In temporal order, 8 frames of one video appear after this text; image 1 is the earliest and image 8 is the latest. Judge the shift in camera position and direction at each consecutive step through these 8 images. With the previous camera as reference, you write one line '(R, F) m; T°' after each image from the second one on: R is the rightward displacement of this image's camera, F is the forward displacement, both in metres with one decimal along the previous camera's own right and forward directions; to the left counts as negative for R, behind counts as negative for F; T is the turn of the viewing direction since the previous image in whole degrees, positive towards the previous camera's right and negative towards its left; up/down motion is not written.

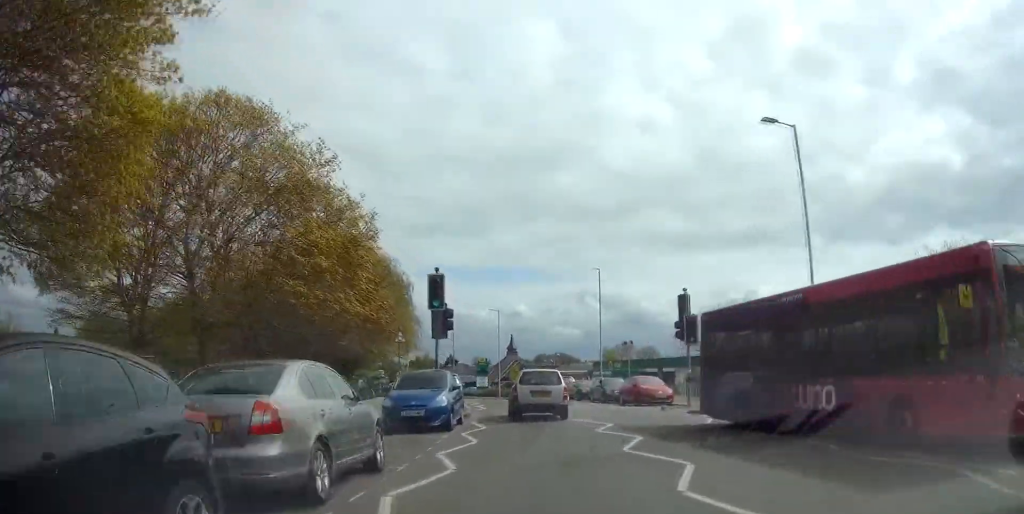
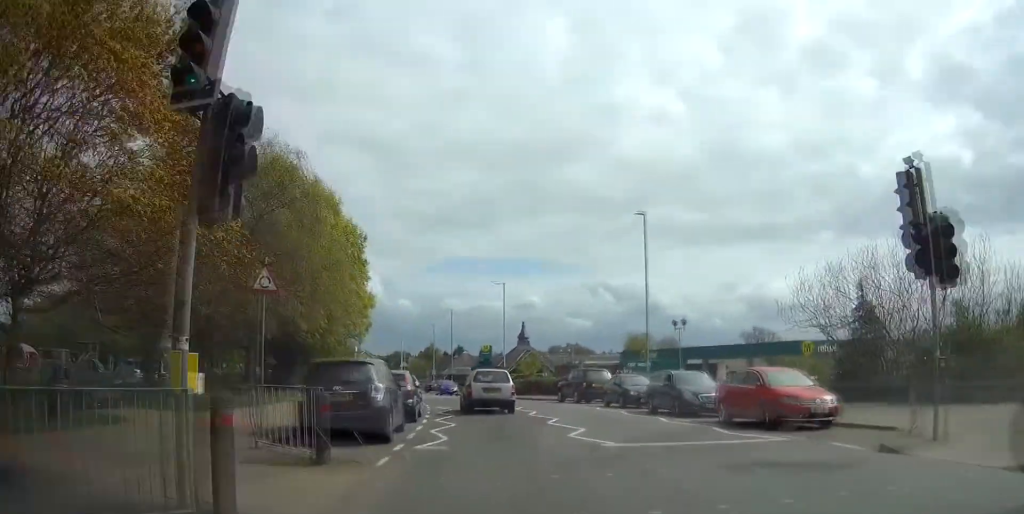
(+0.2, +16.3) m; -1°
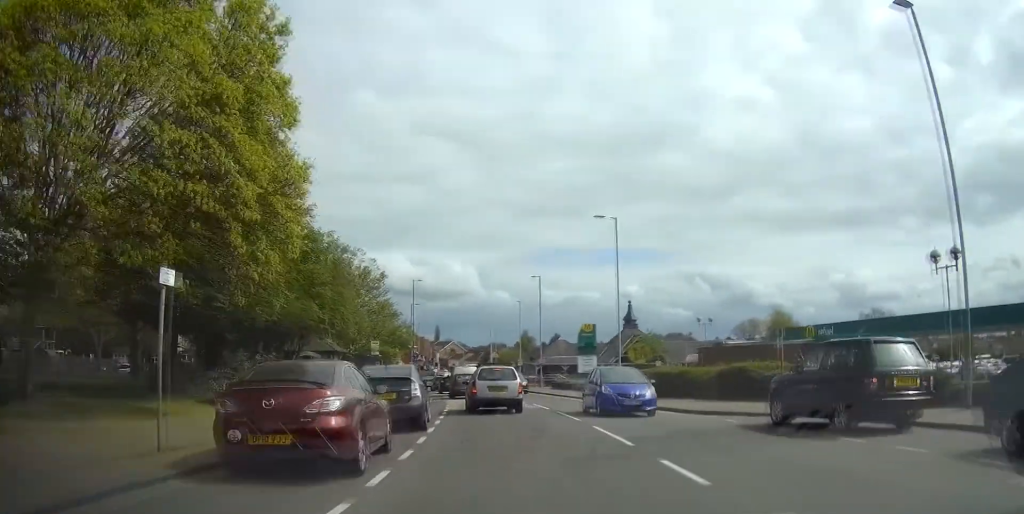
(-2.0, +22.8) m; -10°
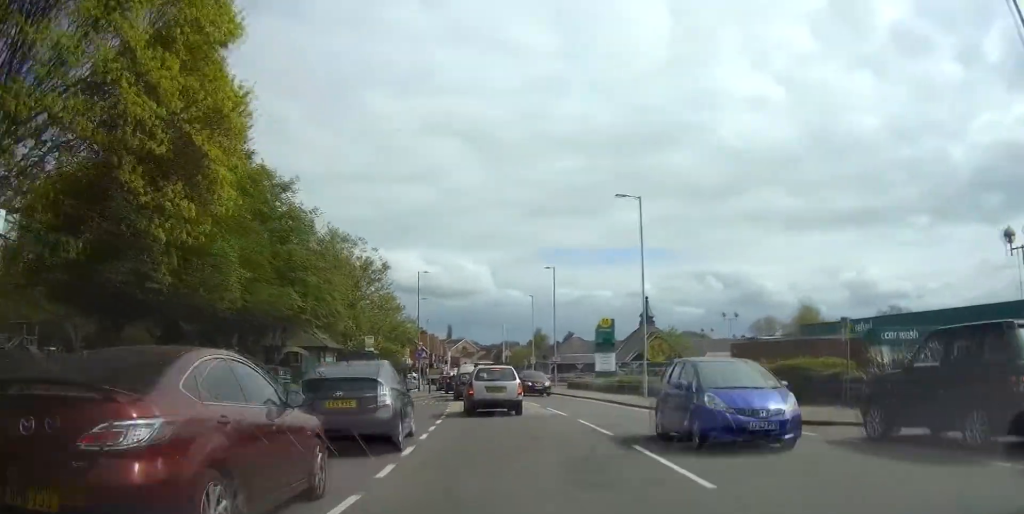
(-0.1, +5.3) m; -2°
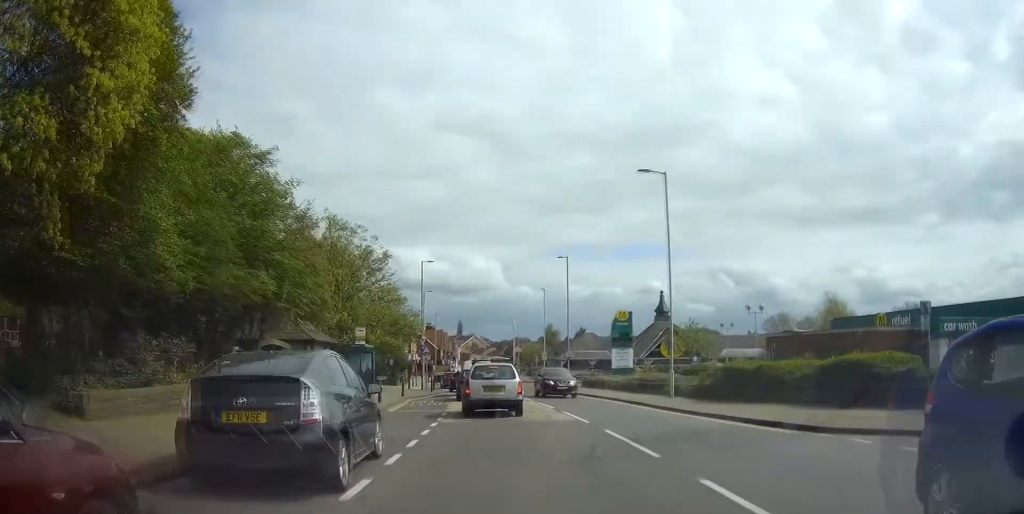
(0.0, +5.2) m; -2°
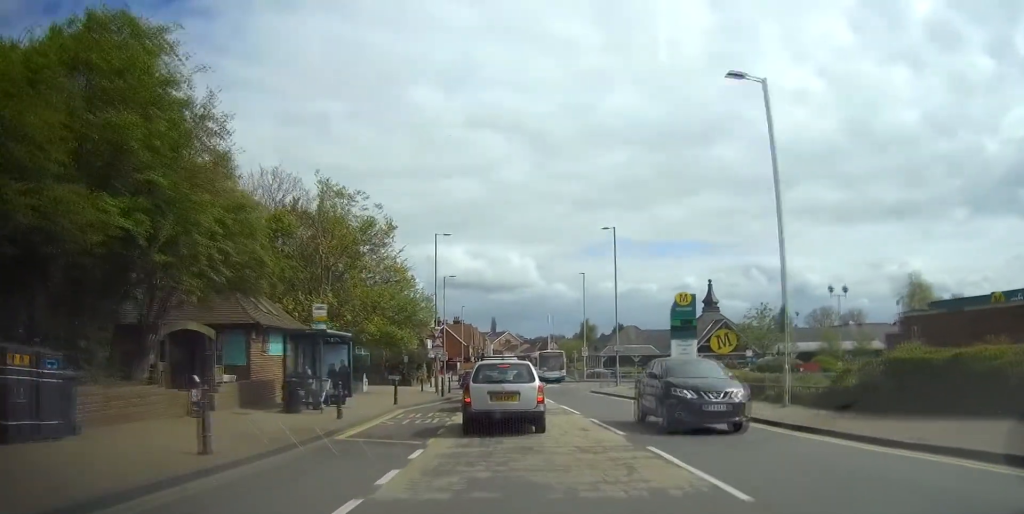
(-0.6, +12.1) m; -4°
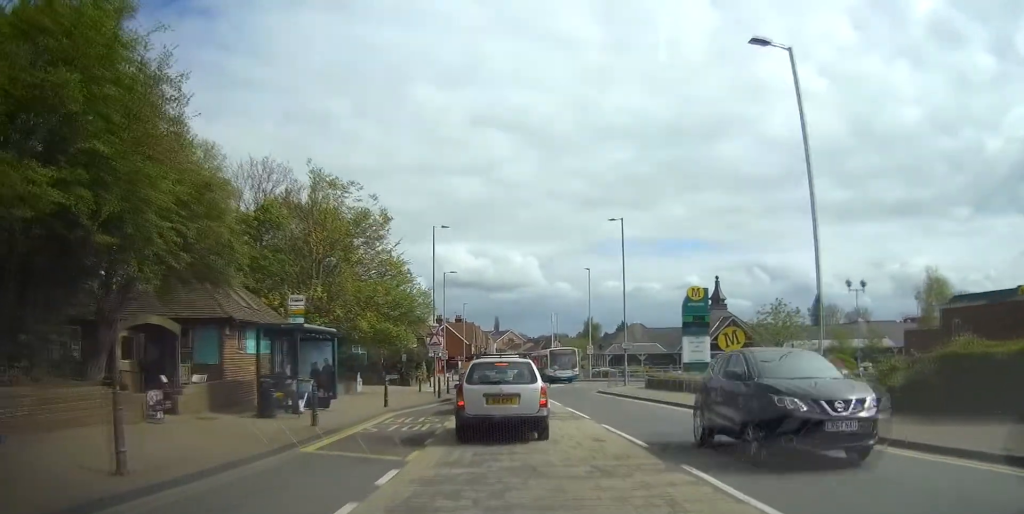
(0.0, +2.5) m; 0°
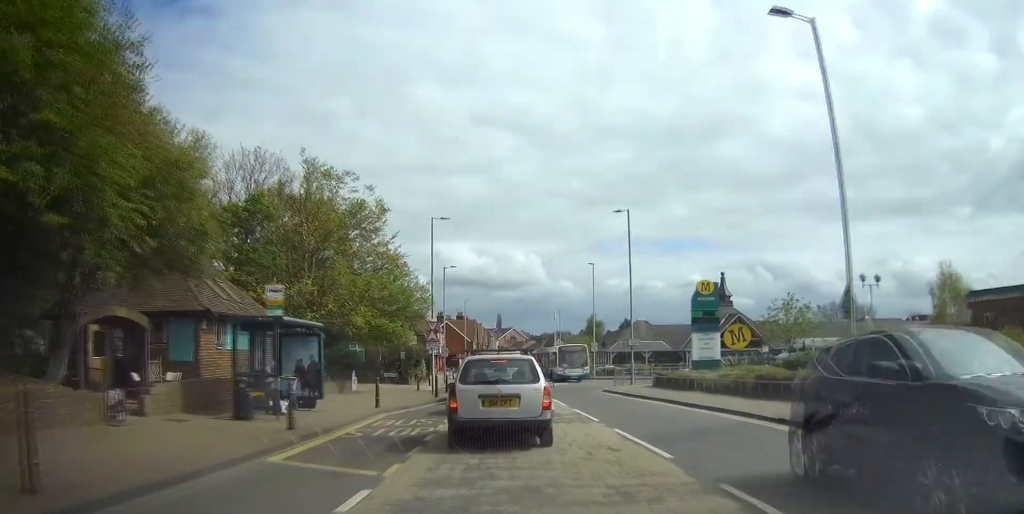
(0.0, +1.9) m; 0°
